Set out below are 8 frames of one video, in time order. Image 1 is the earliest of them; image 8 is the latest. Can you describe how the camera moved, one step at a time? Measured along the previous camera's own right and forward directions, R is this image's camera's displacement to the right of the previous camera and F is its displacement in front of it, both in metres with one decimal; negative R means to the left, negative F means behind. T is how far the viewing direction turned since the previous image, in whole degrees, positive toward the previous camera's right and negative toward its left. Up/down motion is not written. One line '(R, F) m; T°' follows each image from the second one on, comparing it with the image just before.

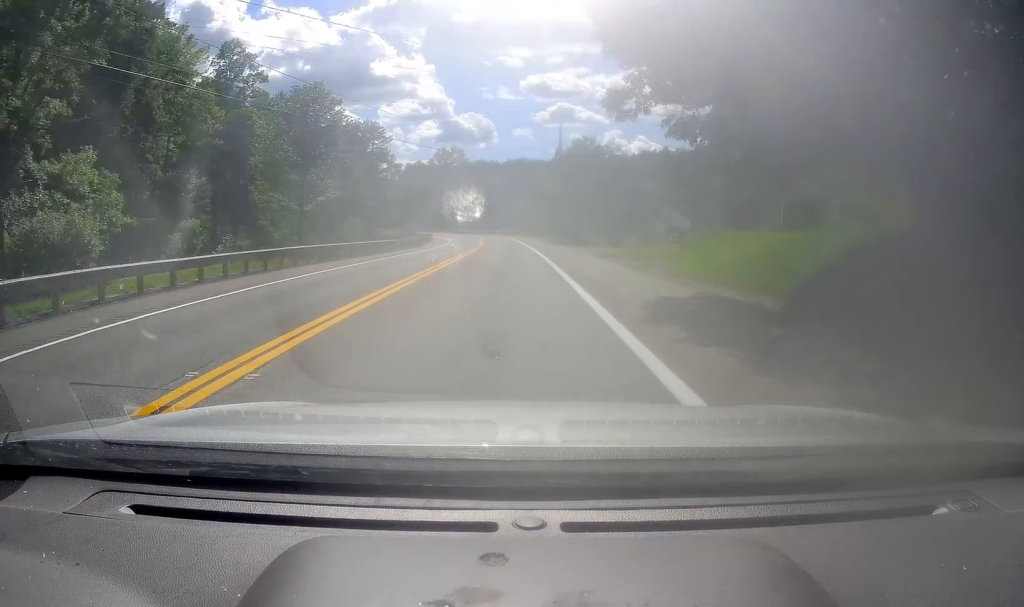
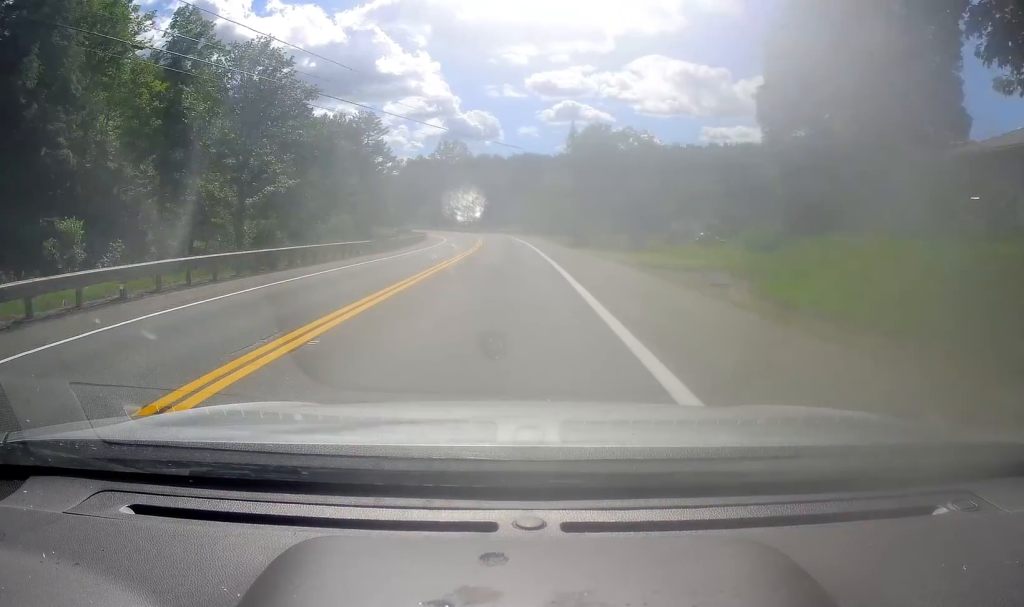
(-0.3, +10.5) m; -1°
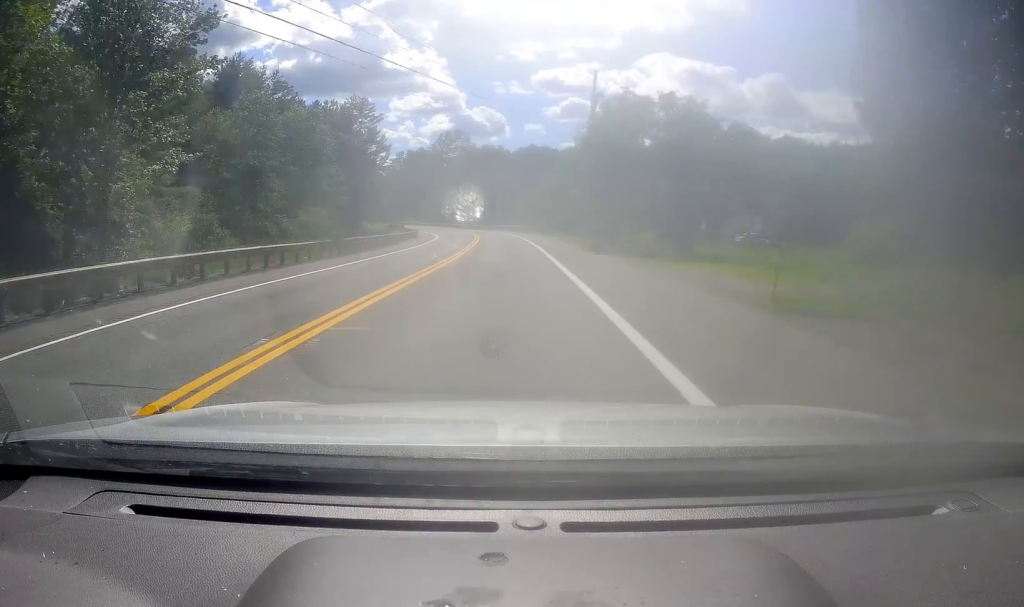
(-0.1, +12.6) m; 0°
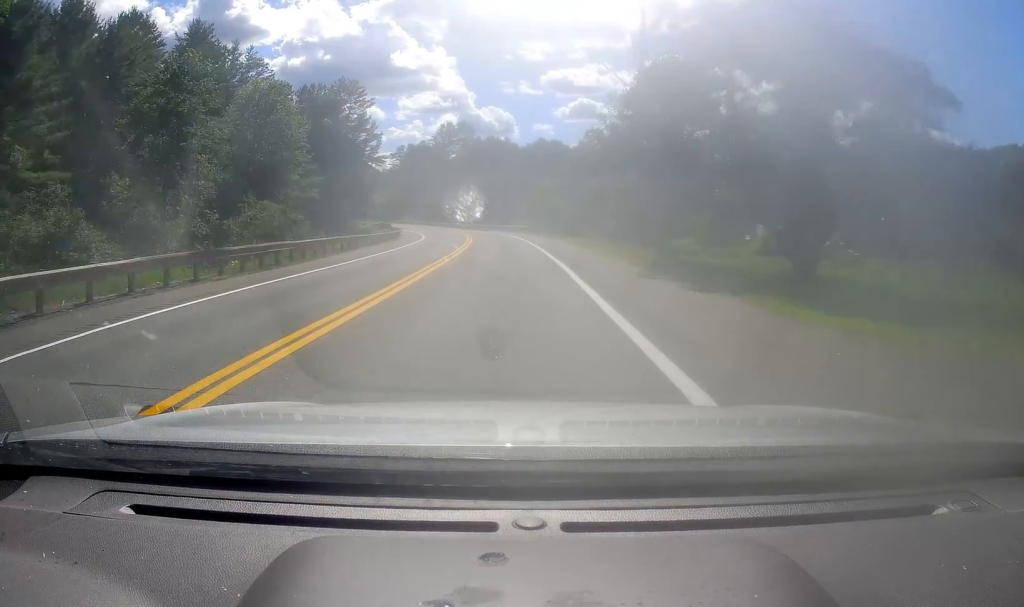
(-0.1, +16.8) m; +1°
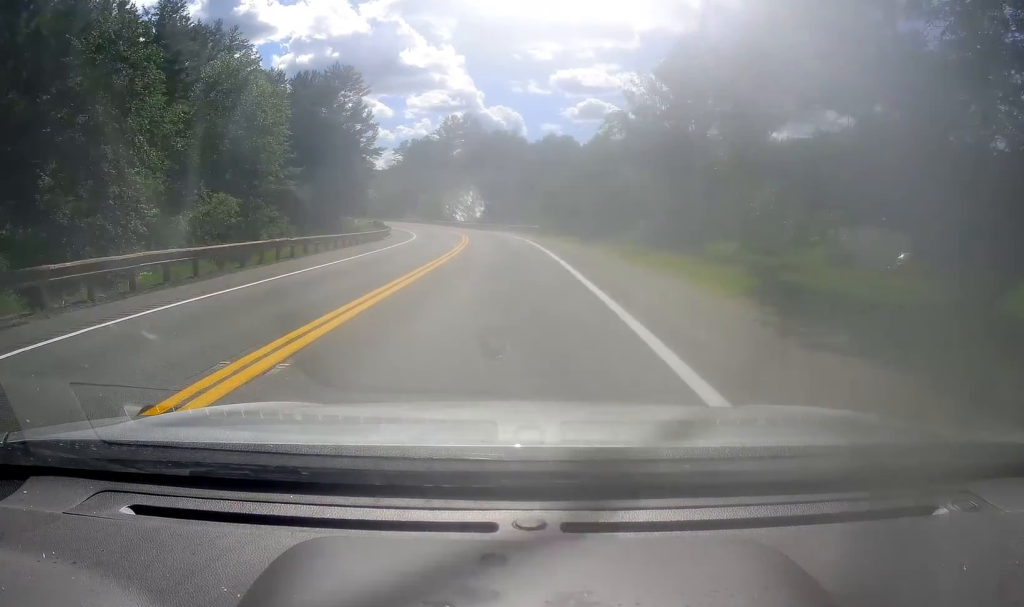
(+0.2, +9.0) m; -1°
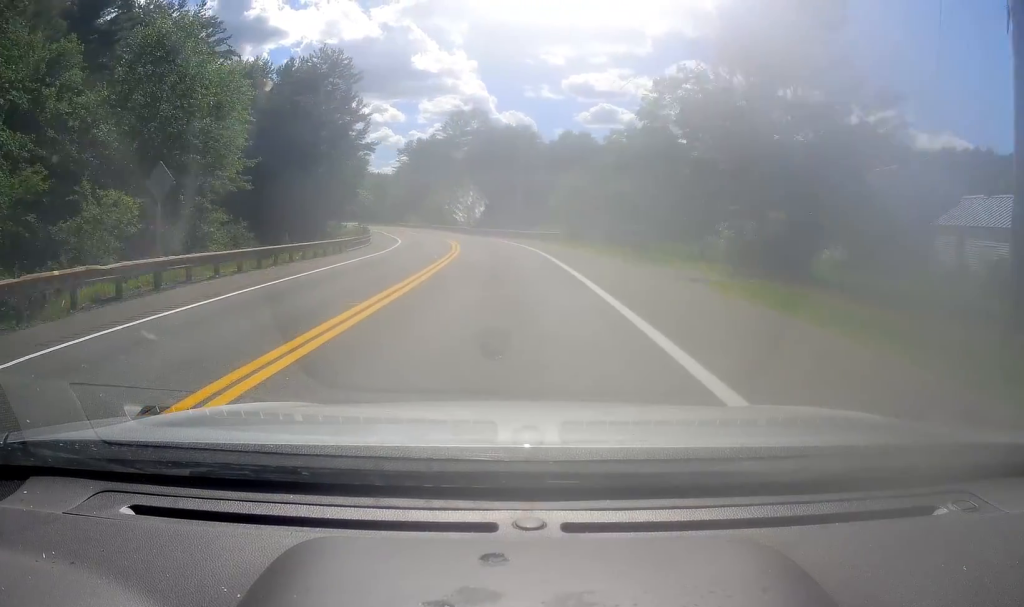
(+0.3, +14.5) m; -1°
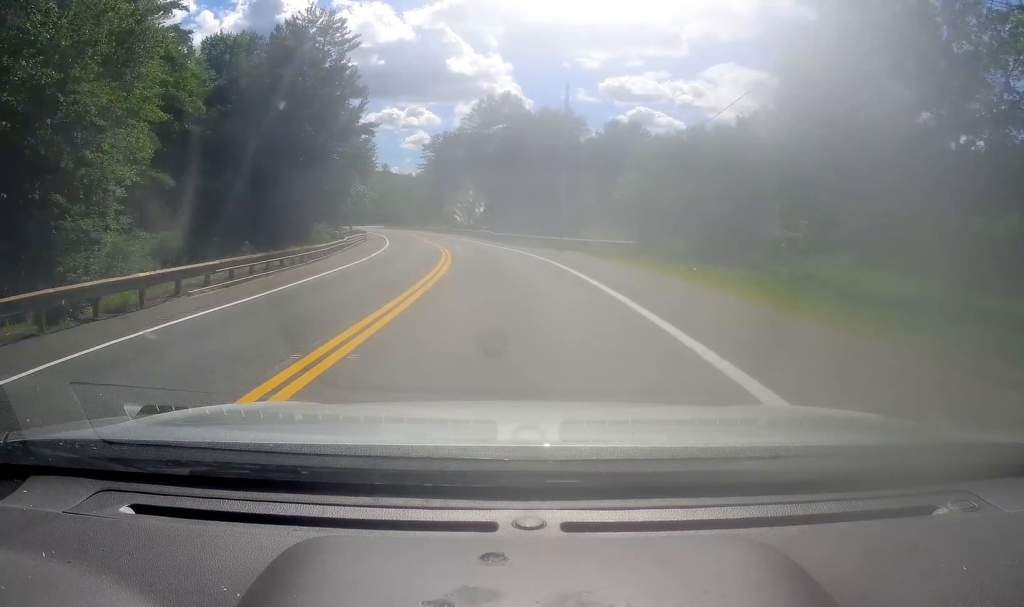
(-1.1, +21.8) m; -3°
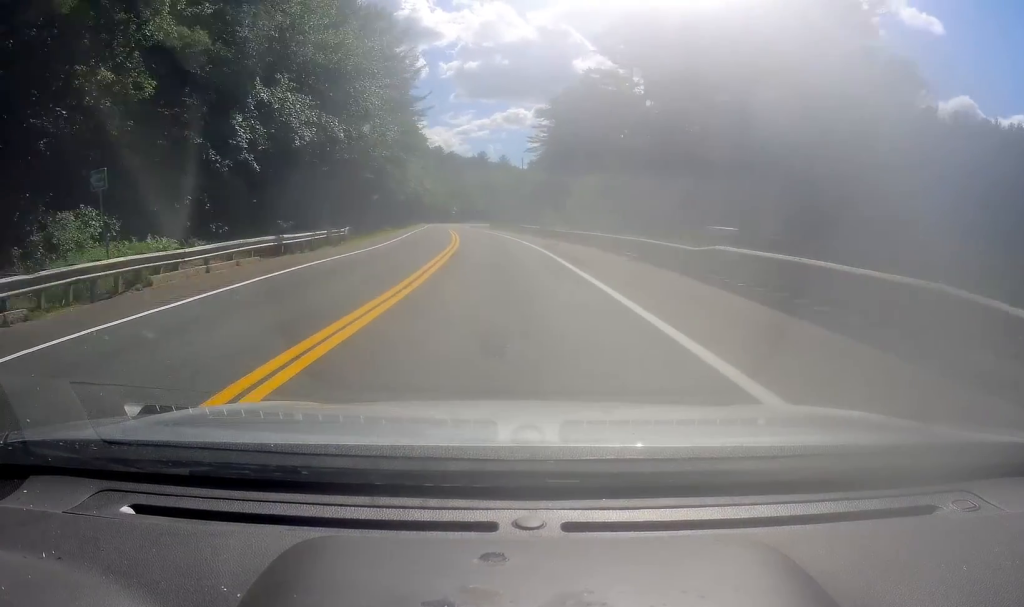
(-4.6, +57.3) m; -10°
